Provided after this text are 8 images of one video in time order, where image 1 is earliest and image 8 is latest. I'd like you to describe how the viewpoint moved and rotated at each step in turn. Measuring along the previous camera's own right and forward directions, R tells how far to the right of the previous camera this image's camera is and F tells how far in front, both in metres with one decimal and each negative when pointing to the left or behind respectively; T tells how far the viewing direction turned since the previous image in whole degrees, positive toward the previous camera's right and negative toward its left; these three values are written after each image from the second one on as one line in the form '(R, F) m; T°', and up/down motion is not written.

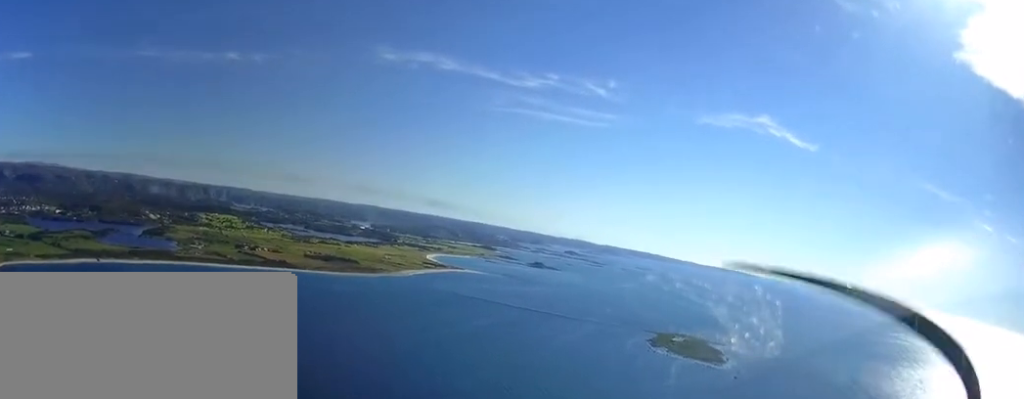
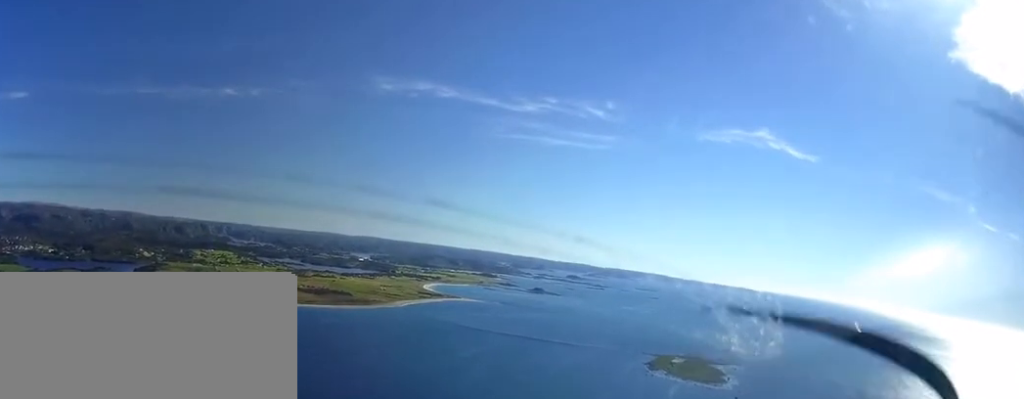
(-0.7, +76.3) m; -1°
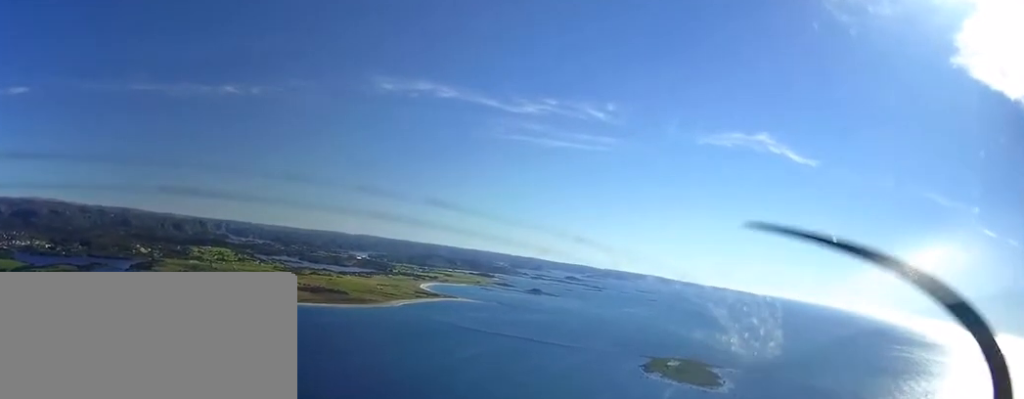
(0.0, +17.2) m; 0°
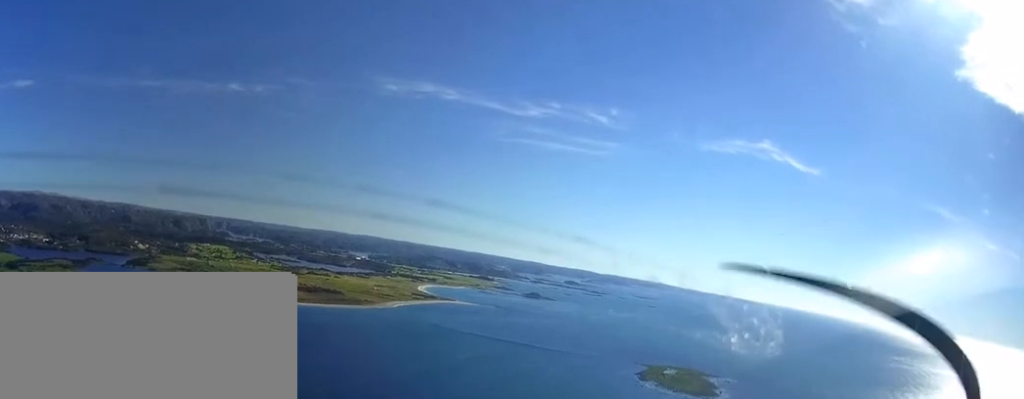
(0.0, +31.5) m; 0°
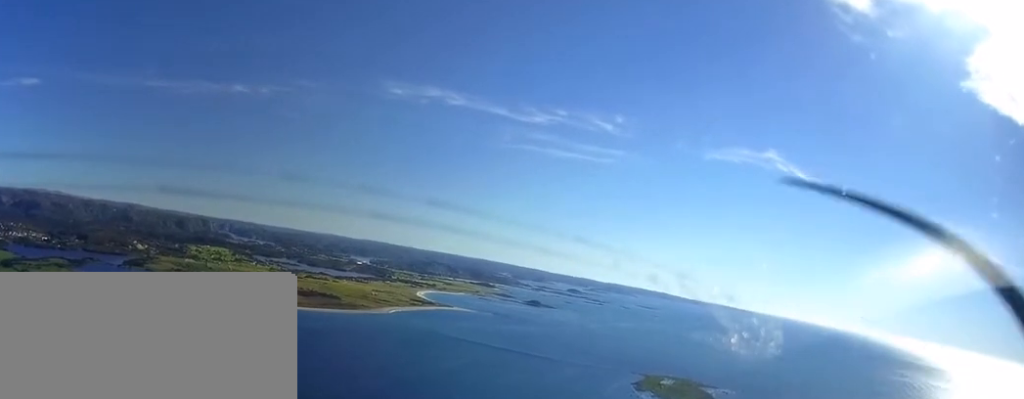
(-0.2, +37.1) m; 0°
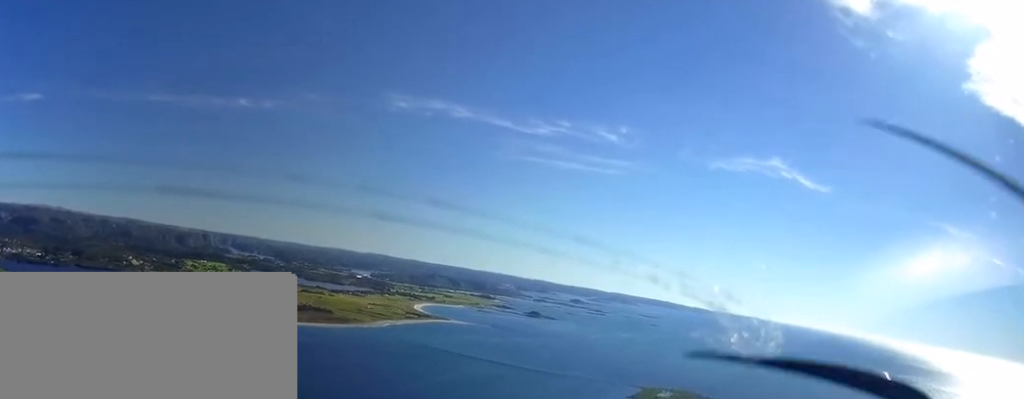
(-0.4, +75.9) m; -1°
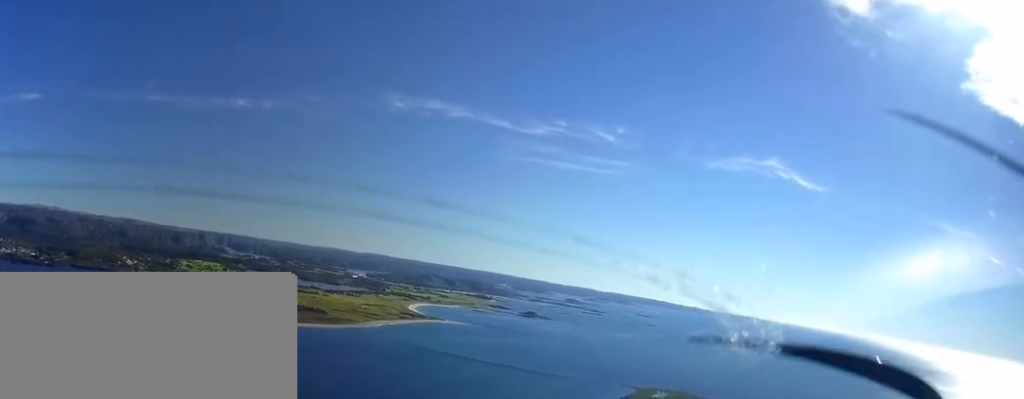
(0.0, +20.9) m; 0°
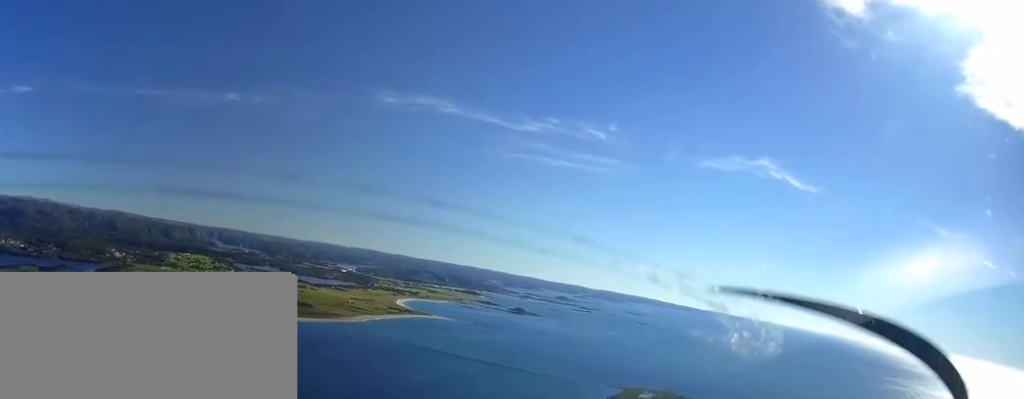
(0.0, +23.6) m; 0°
